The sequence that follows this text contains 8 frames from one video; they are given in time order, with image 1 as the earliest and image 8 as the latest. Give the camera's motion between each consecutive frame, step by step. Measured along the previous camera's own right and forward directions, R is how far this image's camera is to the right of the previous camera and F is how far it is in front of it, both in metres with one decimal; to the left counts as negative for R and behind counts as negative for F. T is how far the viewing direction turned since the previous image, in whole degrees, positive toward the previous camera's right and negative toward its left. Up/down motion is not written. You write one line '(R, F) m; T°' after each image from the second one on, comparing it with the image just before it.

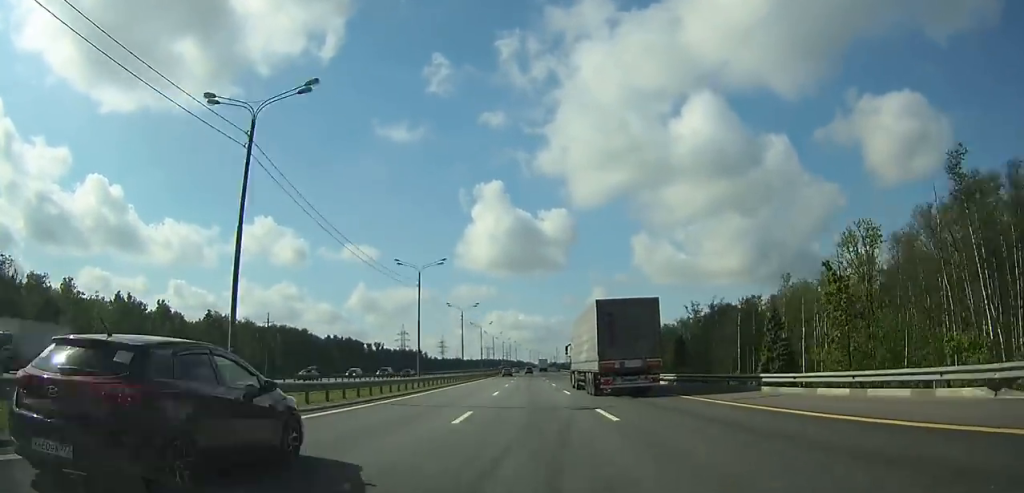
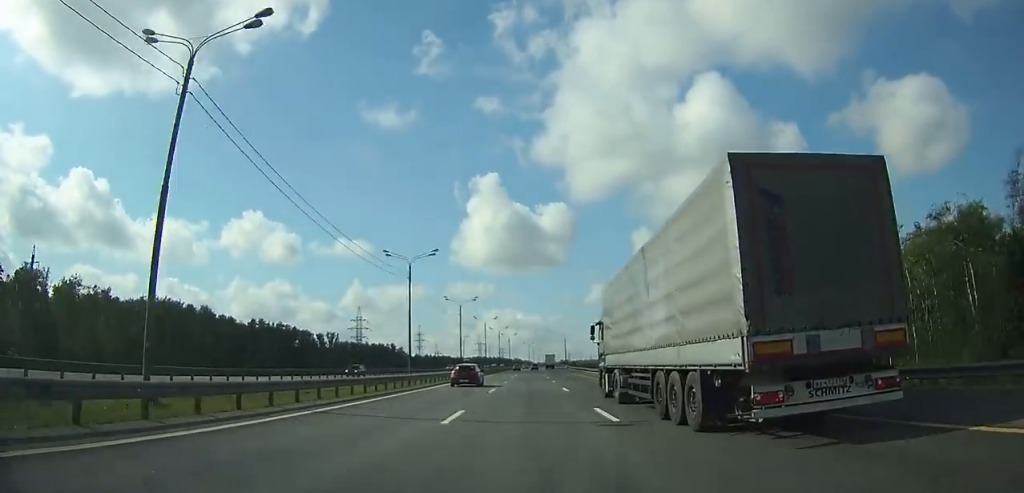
(+0.1, +96.2) m; 0°
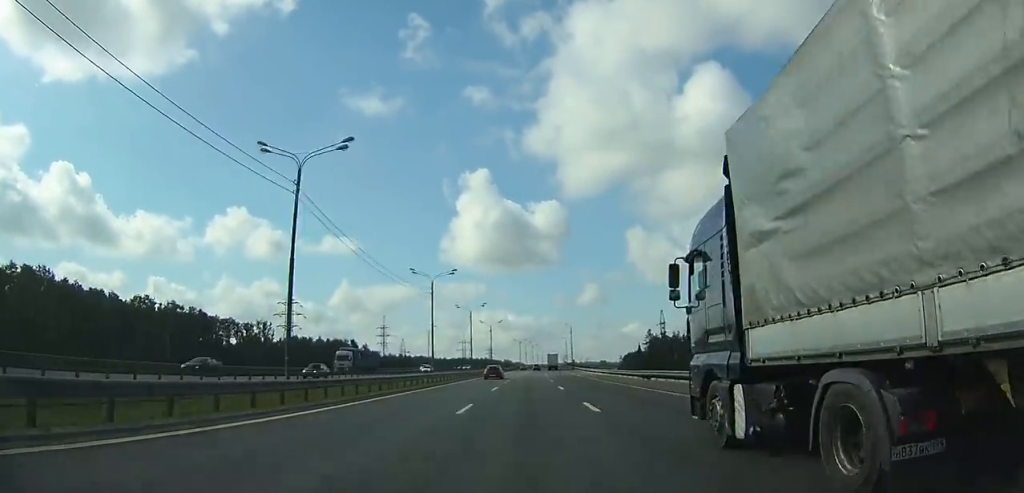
(+0.3, +76.1) m; +1°
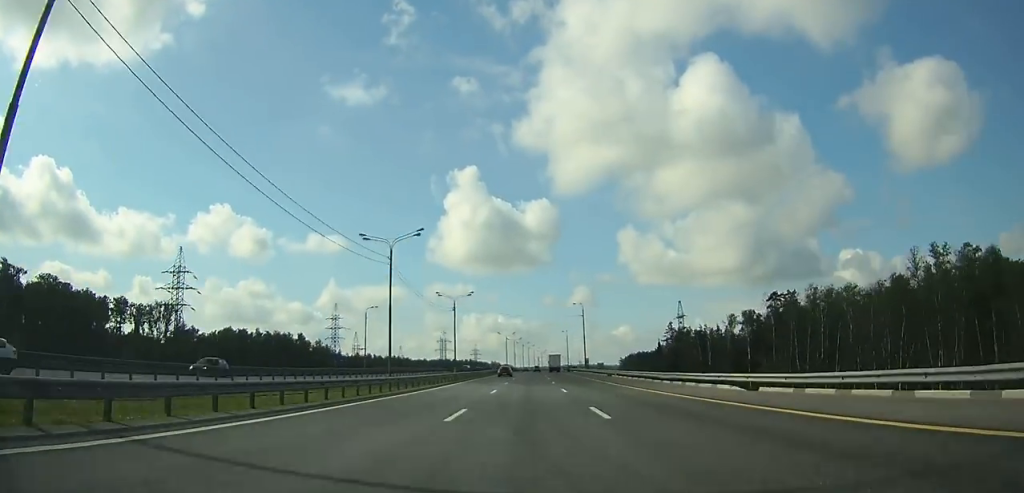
(+0.2, +66.0) m; +1°
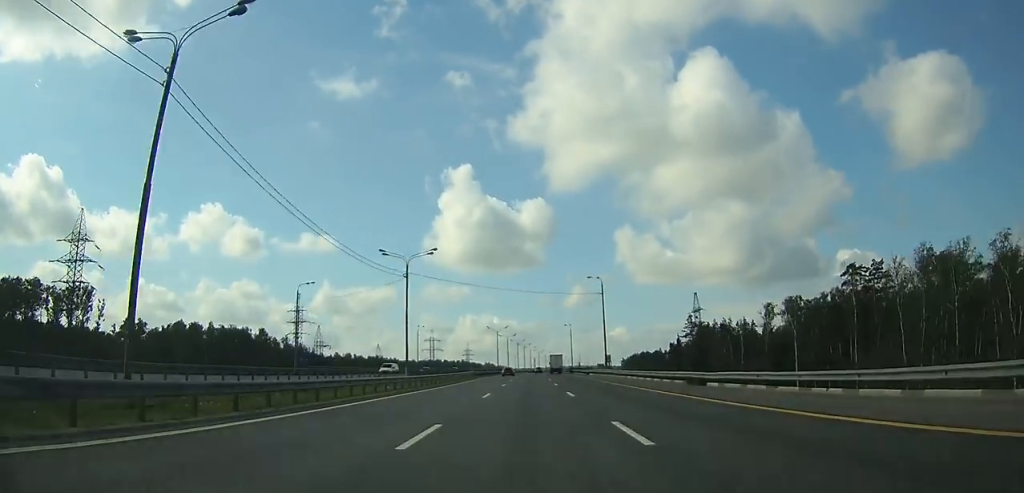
(+0.3, +36.9) m; +1°
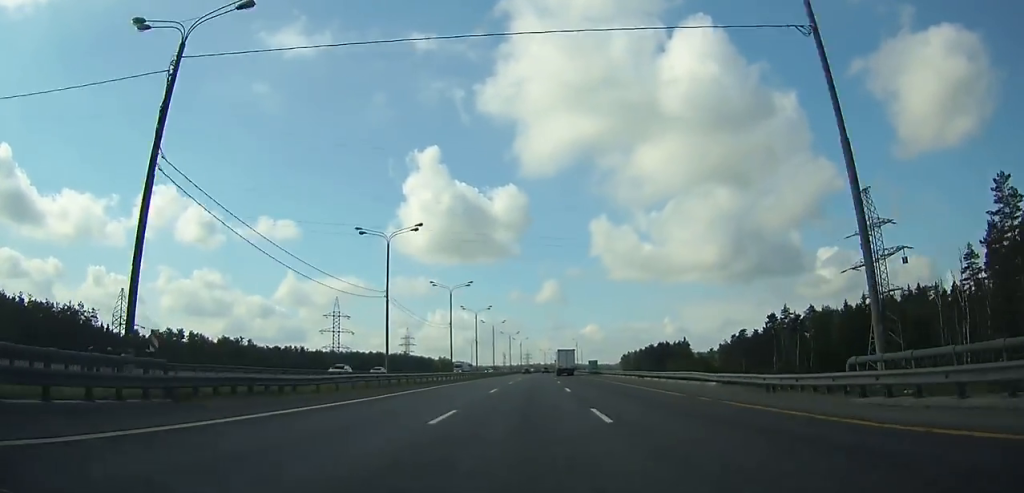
(+3.8, +158.4) m; +3°
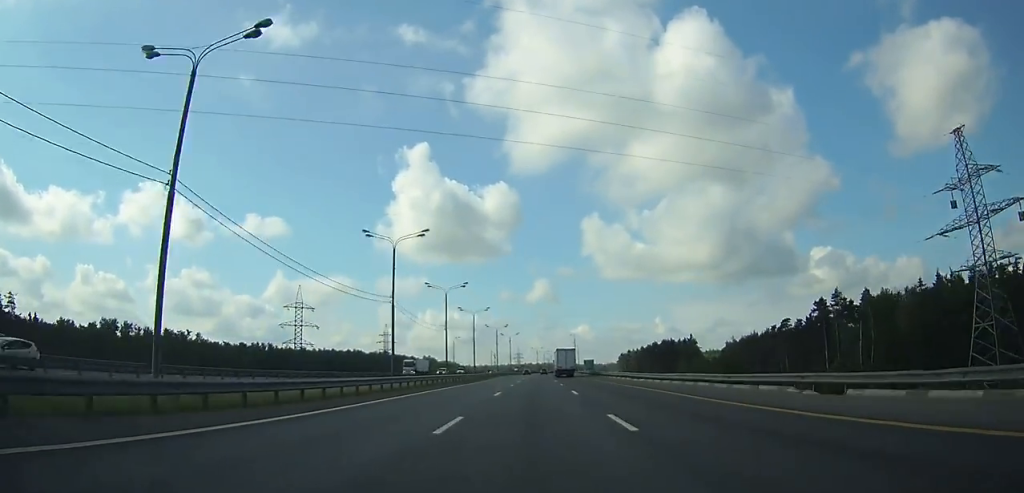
(0.0, +33.2) m; +1°
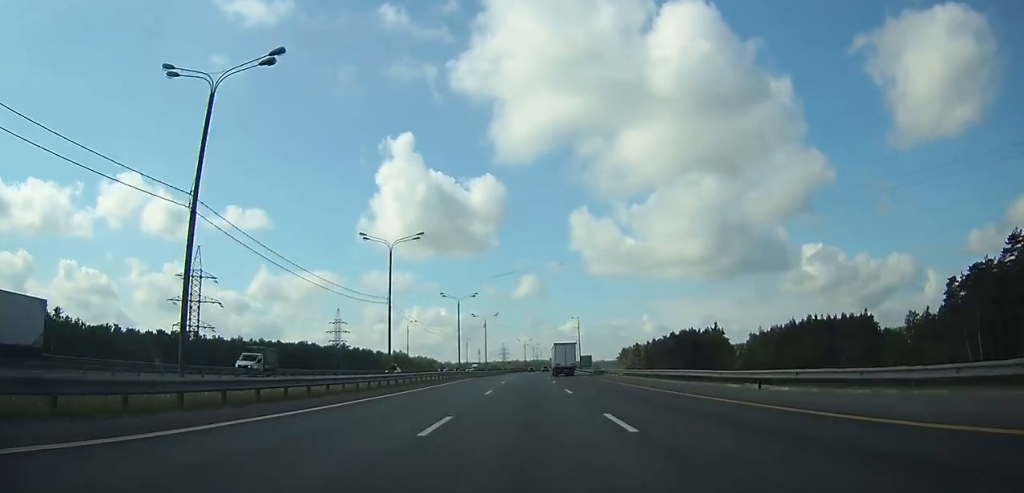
(+1.1, +64.2) m; +1°
